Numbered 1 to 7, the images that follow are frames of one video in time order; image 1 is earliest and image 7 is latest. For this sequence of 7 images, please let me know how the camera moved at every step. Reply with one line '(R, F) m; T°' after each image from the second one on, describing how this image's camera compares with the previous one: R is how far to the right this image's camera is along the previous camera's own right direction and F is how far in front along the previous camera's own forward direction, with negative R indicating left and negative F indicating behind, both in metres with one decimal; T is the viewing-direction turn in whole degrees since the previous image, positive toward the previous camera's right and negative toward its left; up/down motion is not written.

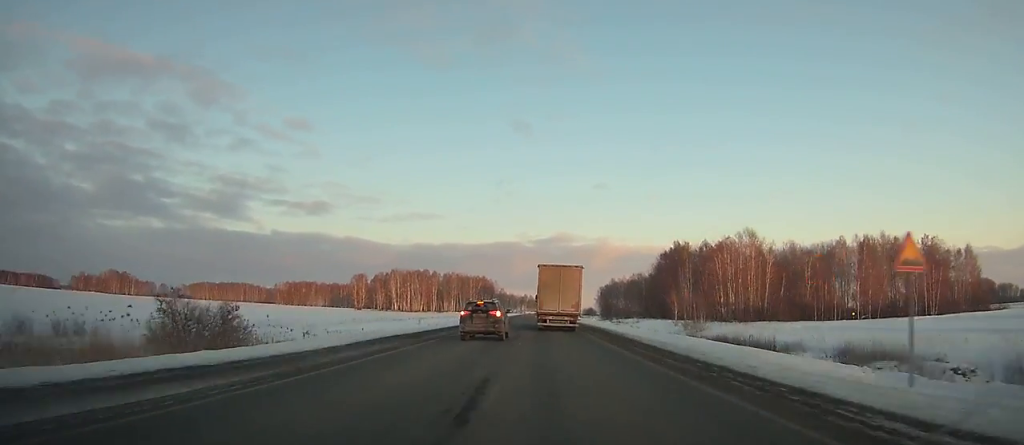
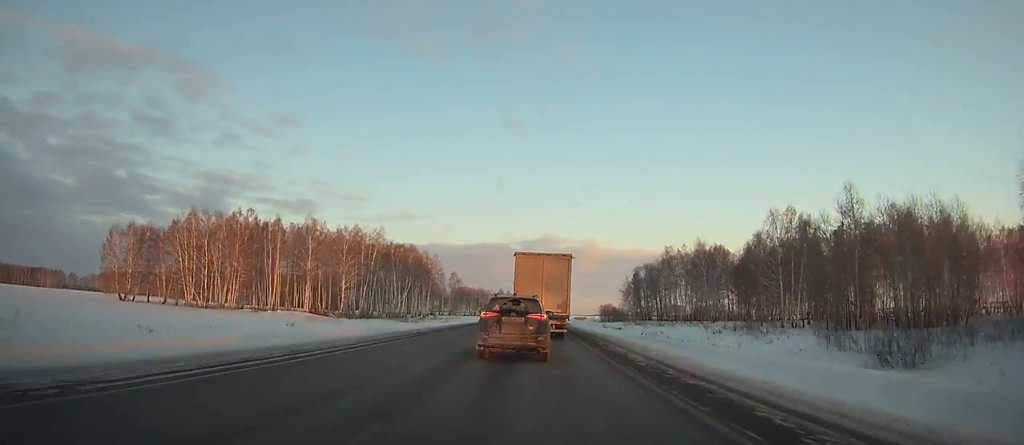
(+3.2, +156.1) m; +1°
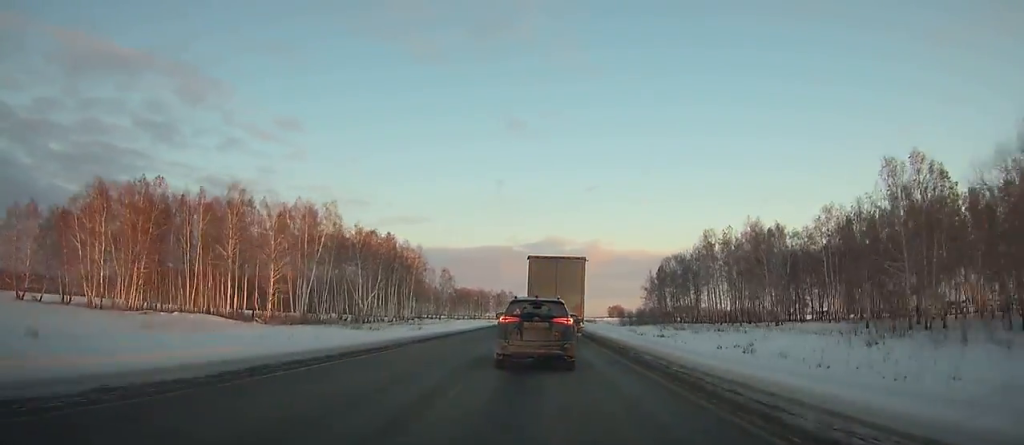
(0.0, +32.4) m; 0°
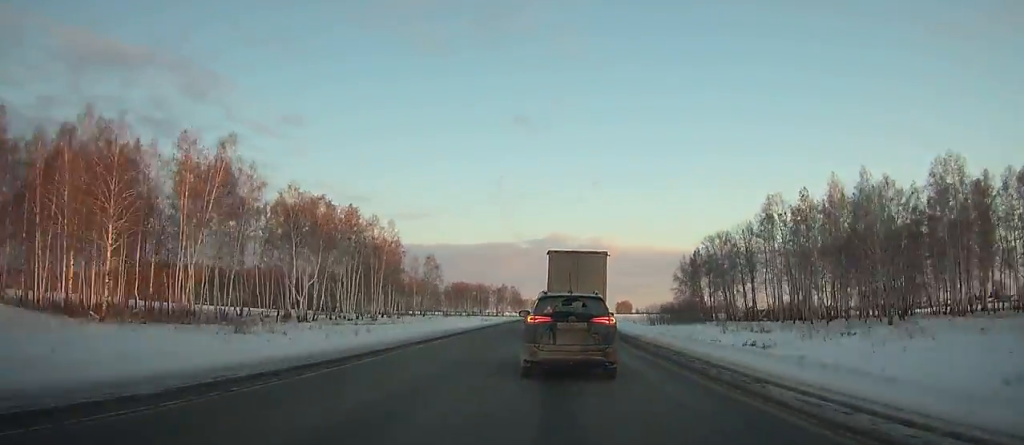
(0.0, +32.4) m; 0°
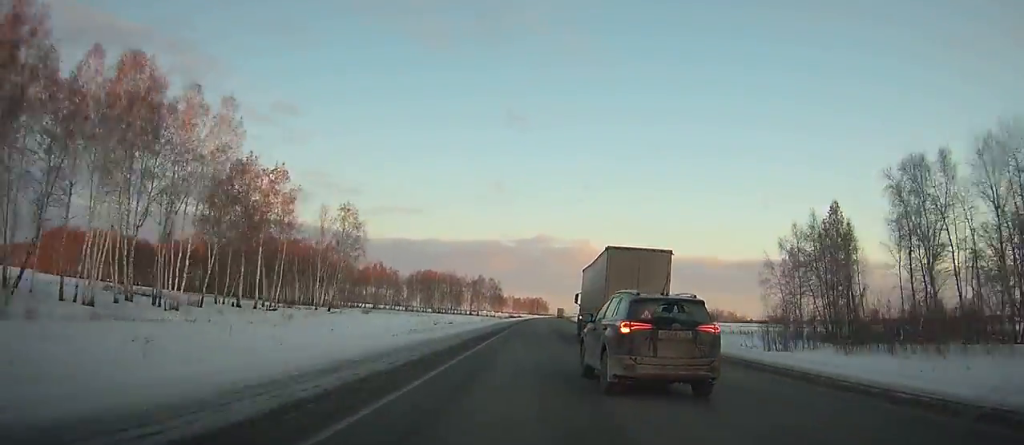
(-0.1, +64.5) m; +1°
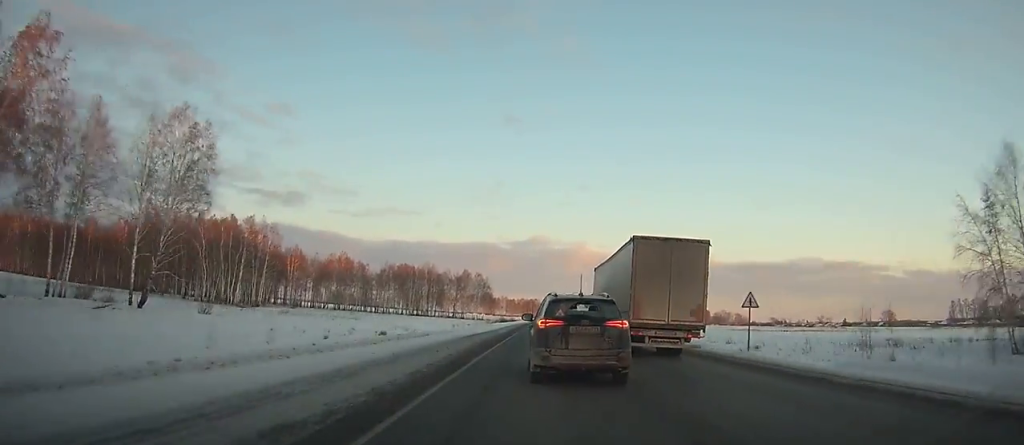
(+0.3, +44.1) m; +1°
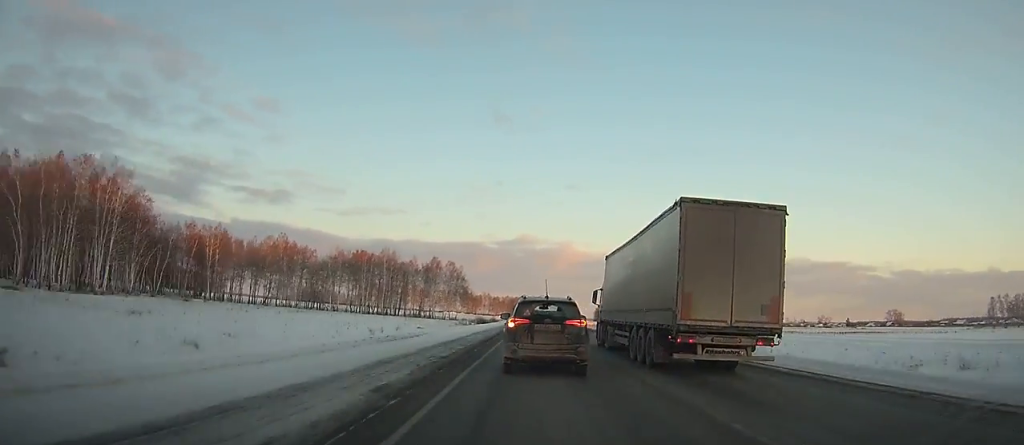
(+0.6, +43.2) m; +1°
